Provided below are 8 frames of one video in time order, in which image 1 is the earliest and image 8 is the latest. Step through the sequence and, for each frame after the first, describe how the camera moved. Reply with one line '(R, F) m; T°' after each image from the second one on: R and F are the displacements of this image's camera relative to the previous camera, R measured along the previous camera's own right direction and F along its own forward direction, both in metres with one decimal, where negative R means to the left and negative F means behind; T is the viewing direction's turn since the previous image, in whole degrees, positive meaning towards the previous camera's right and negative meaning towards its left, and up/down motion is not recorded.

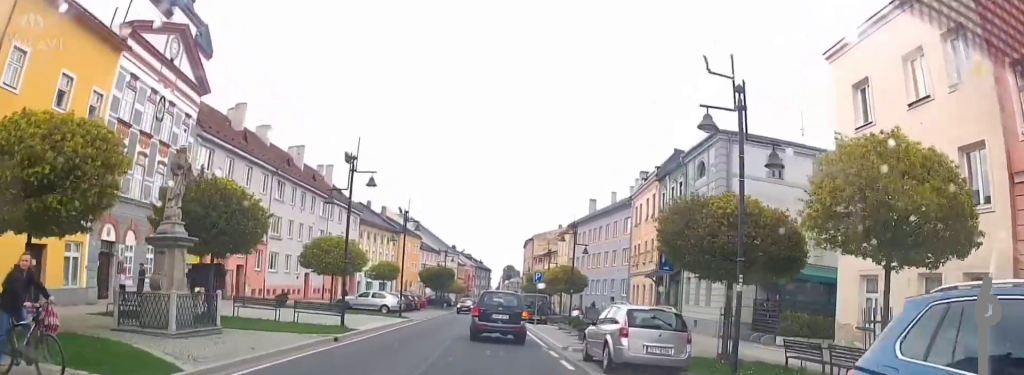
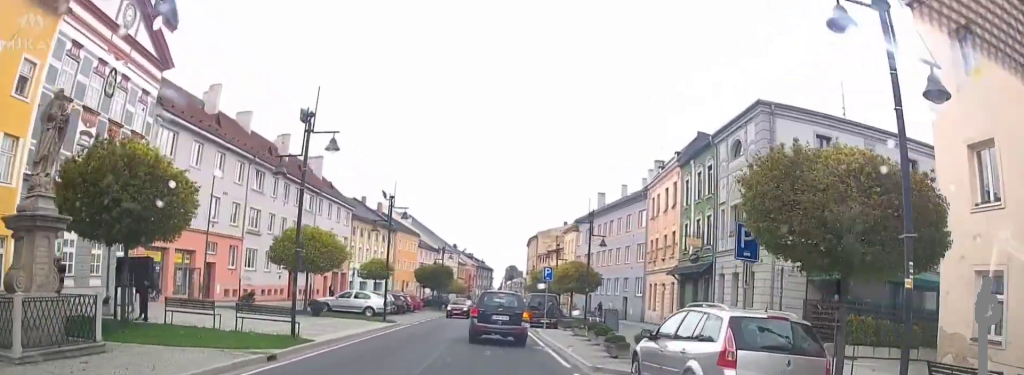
(0.0, +5.0) m; +1°
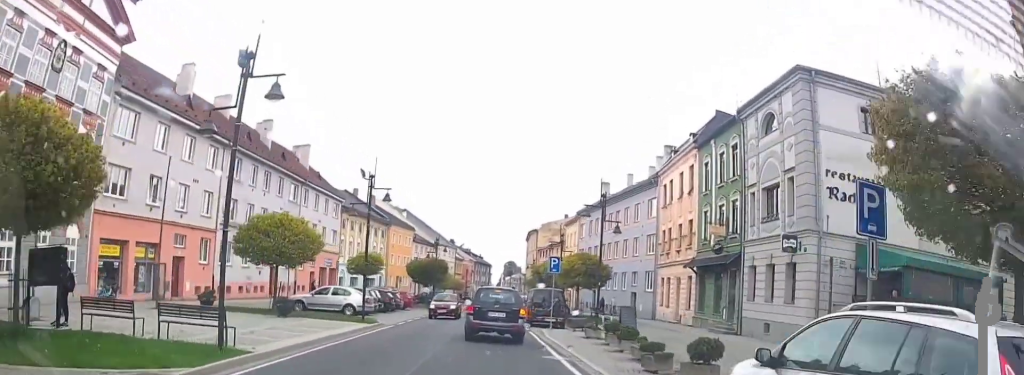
(+0.2, +3.9) m; +1°
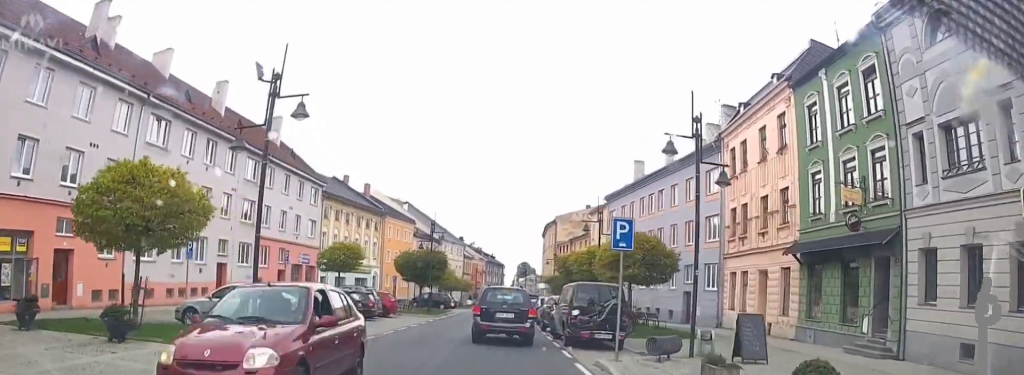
(-0.2, +12.9) m; -1°
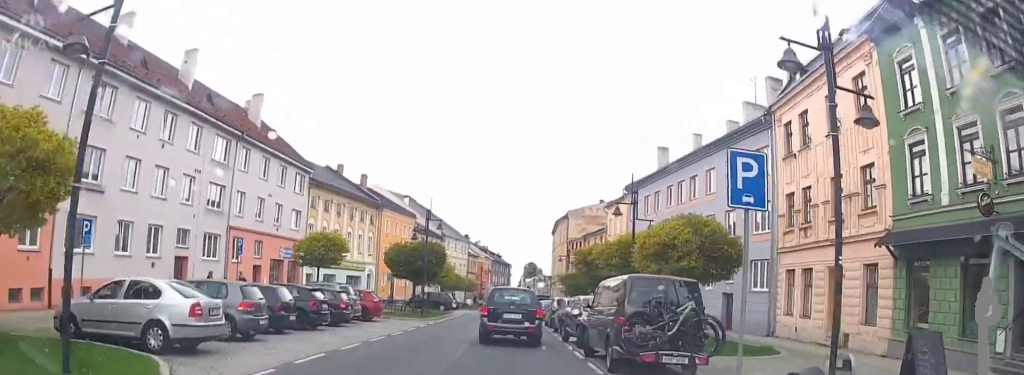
(0.0, +6.7) m; +2°
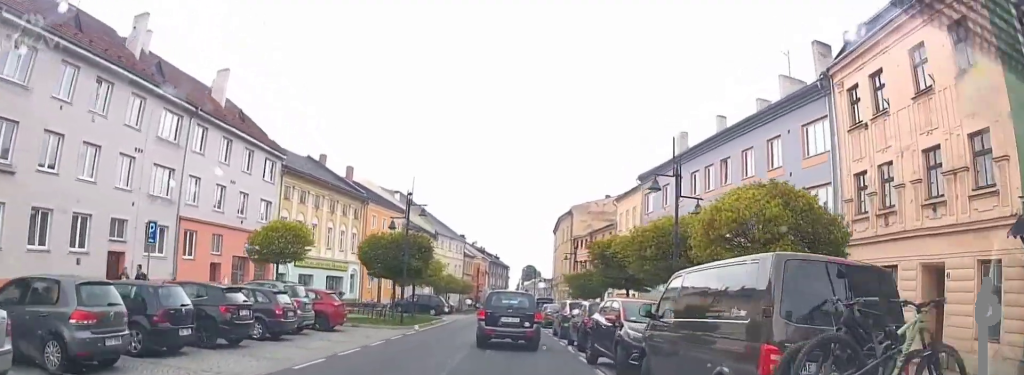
(+0.3, +7.0) m; +1°
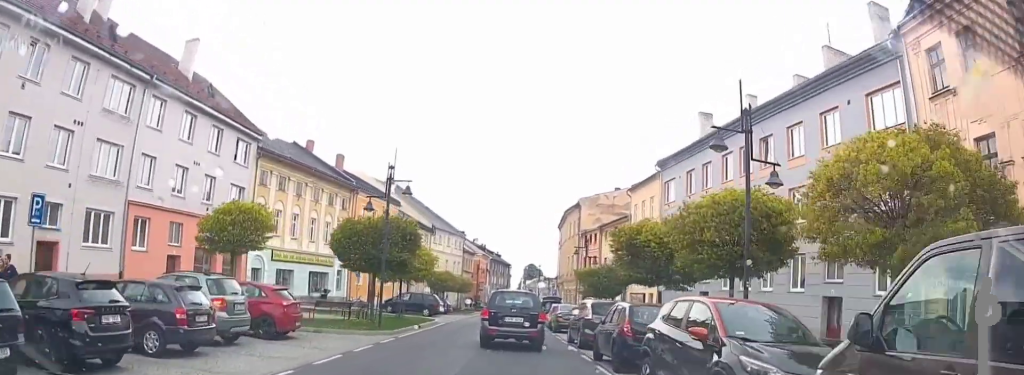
(-0.1, +6.0) m; -1°
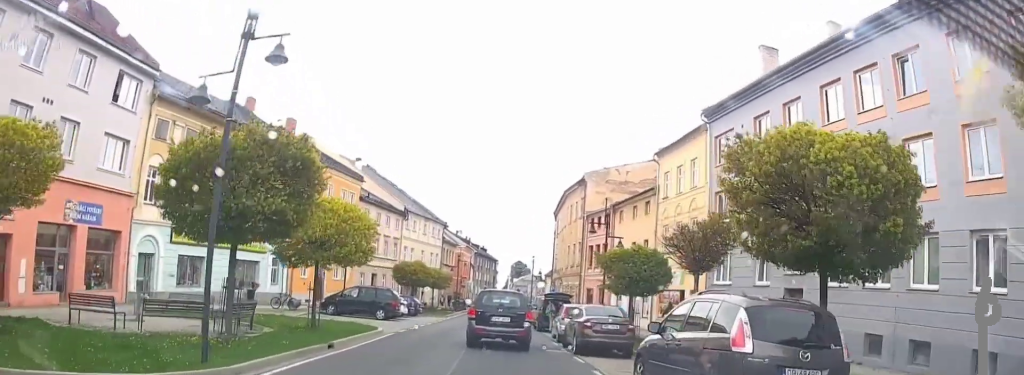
(0.0, +15.5) m; +1°
